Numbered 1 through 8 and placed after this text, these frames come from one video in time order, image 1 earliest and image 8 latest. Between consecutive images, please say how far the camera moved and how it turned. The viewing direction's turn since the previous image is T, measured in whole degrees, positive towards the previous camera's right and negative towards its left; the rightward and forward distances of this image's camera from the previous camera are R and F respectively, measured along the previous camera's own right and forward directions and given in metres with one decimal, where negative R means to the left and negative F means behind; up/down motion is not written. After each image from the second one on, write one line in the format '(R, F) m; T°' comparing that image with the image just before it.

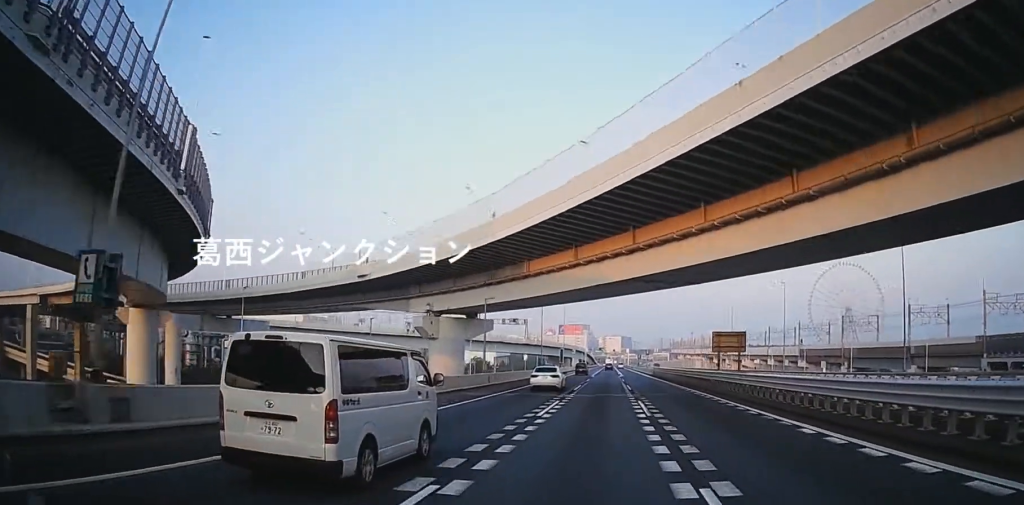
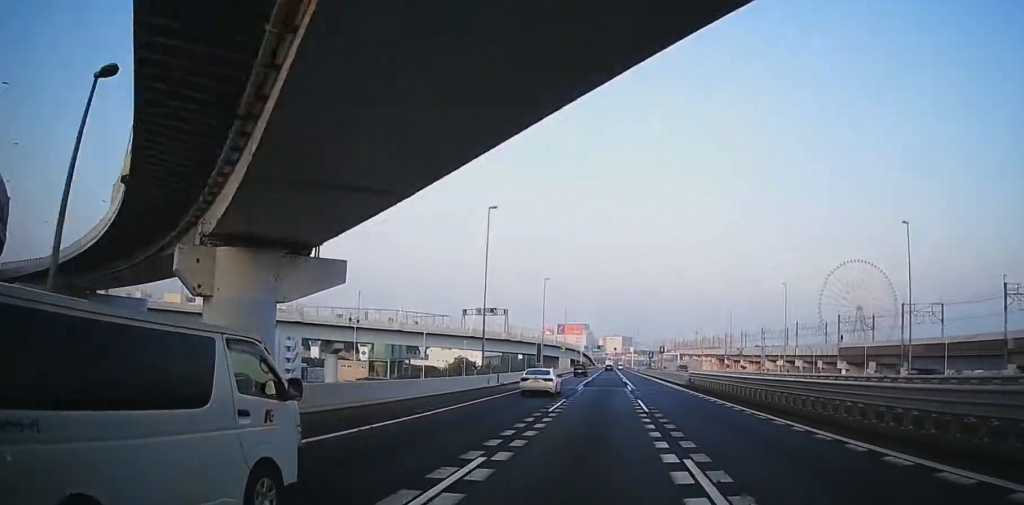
(+0.1, +36.0) m; -1°
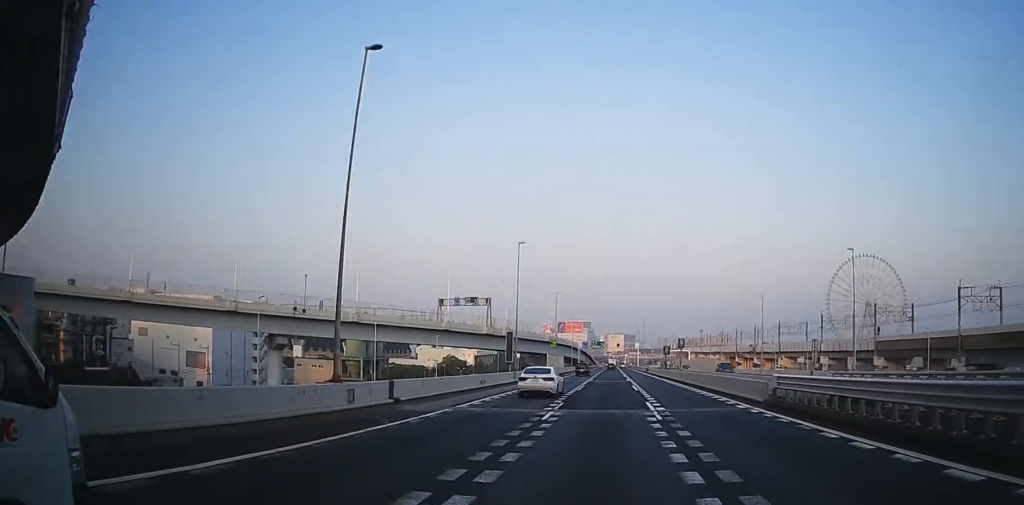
(+0.1, +24.3) m; +1°
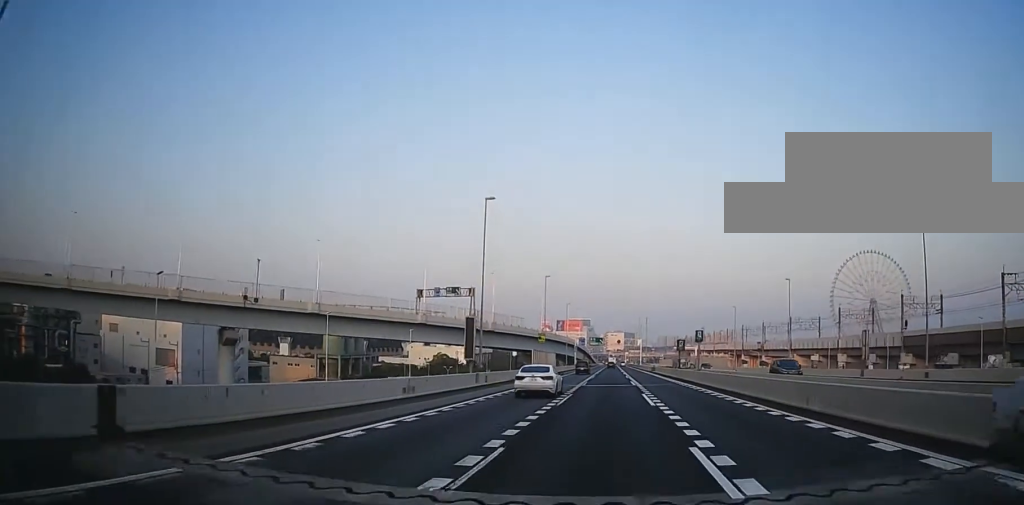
(+0.2, +15.3) m; +1°
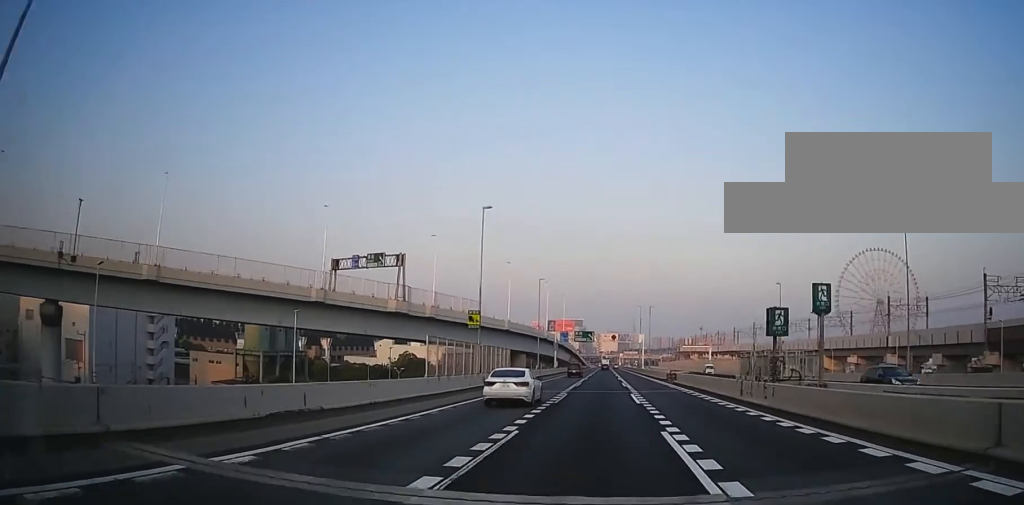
(0.0, +37.0) m; 0°
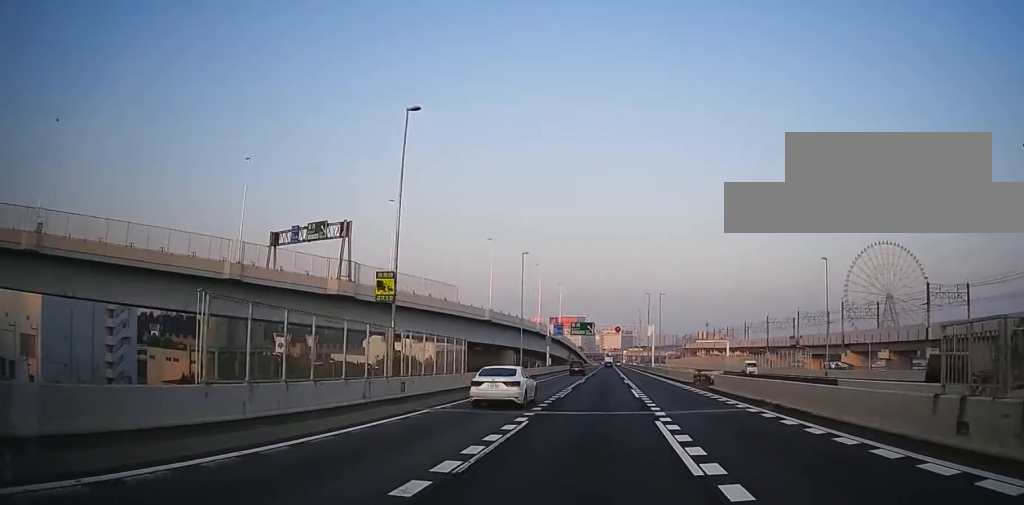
(0.0, +19.1) m; 0°
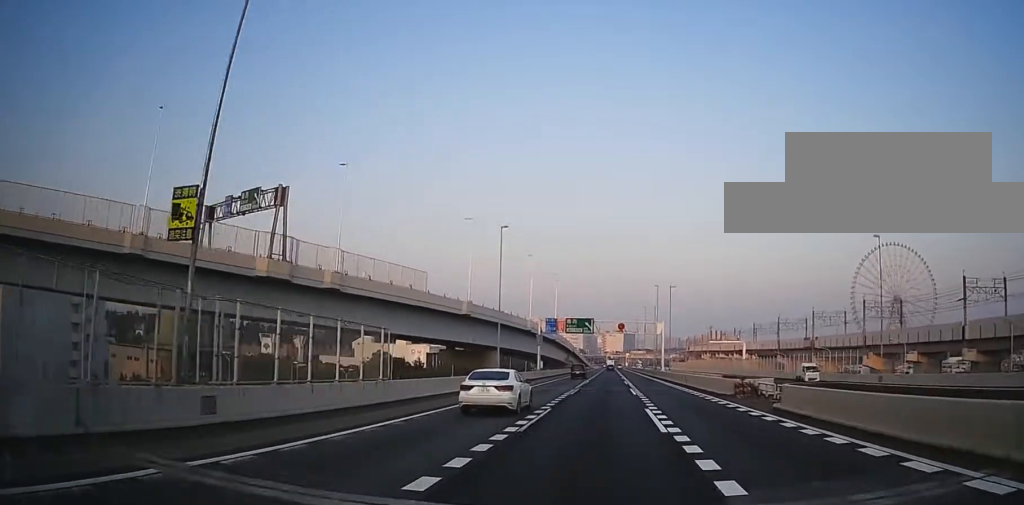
(0.0, +13.7) m; 0°
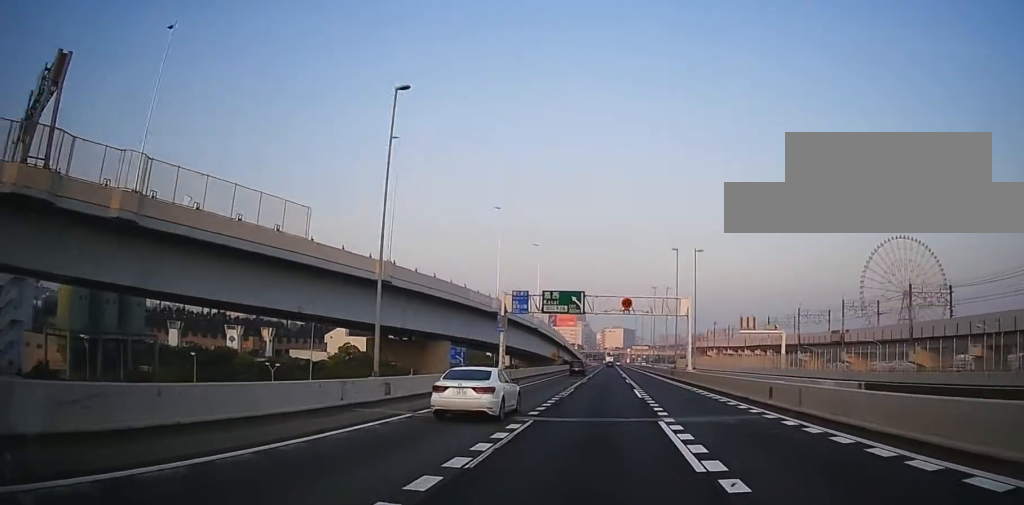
(0.0, +25.6) m; 0°
